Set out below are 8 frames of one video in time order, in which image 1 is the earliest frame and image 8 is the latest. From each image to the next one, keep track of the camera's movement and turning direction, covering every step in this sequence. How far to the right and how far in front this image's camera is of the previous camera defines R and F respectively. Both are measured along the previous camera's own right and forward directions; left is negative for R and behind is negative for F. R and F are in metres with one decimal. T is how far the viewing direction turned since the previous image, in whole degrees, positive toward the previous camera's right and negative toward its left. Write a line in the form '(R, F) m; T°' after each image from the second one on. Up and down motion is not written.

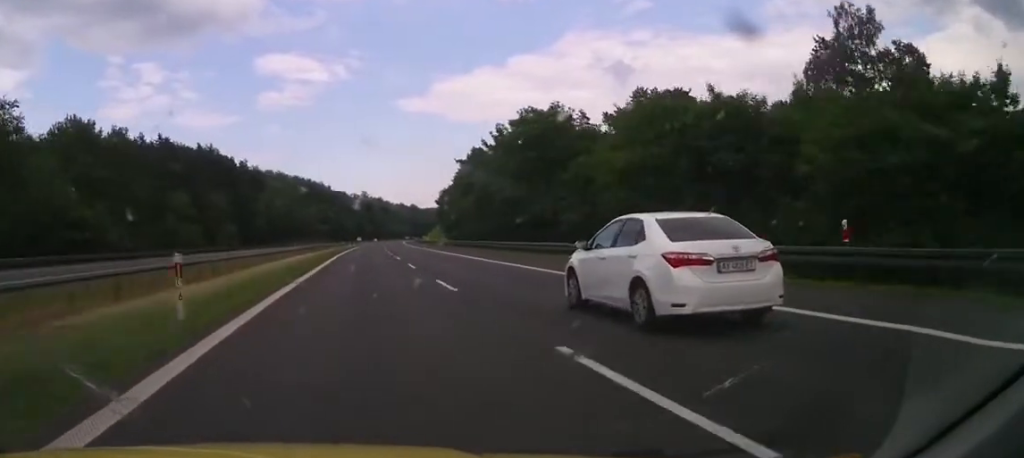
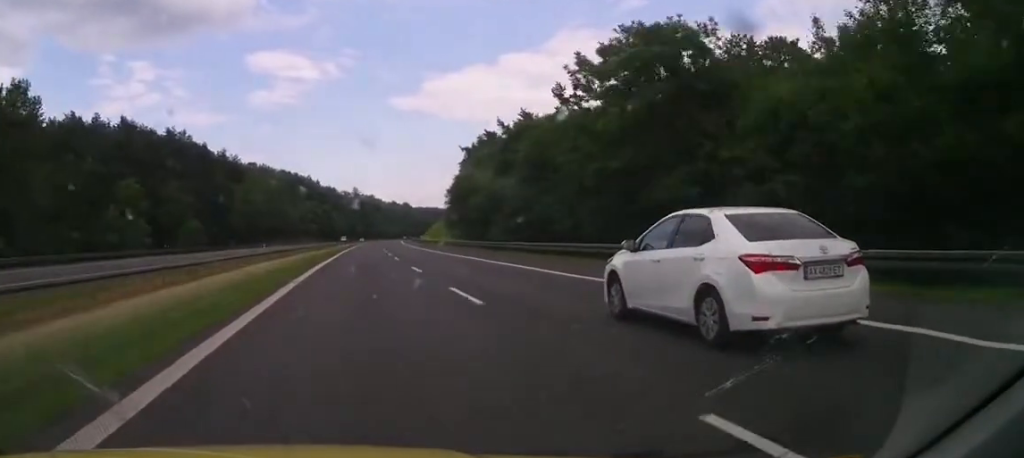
(+0.1, +26.3) m; 0°
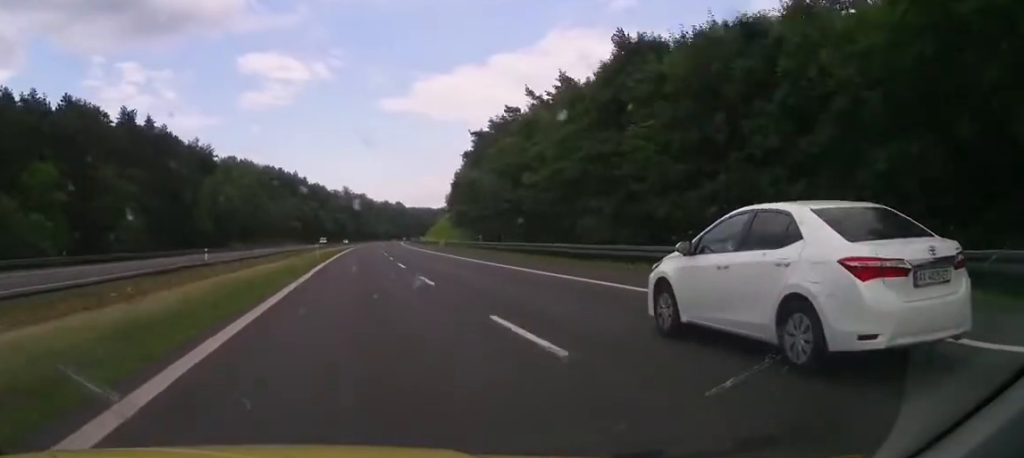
(0.0, +29.0) m; 0°
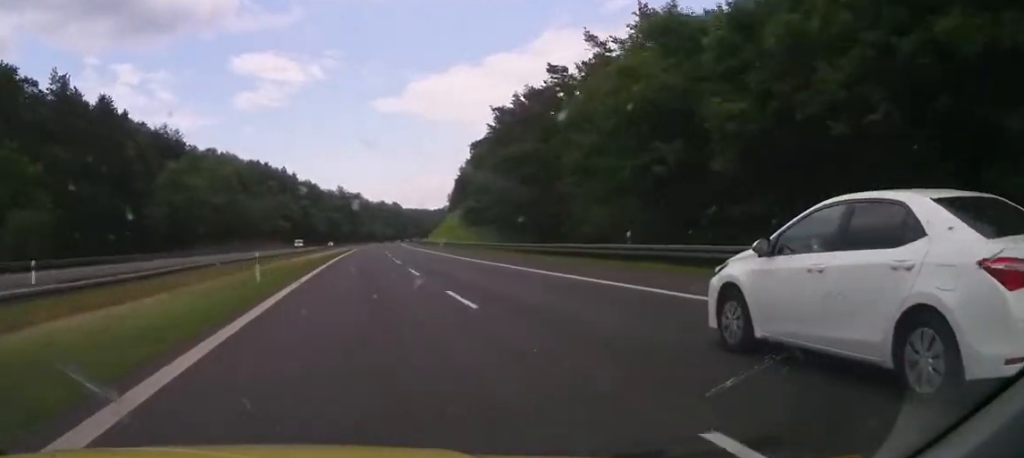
(-0.1, +30.8) m; +1°
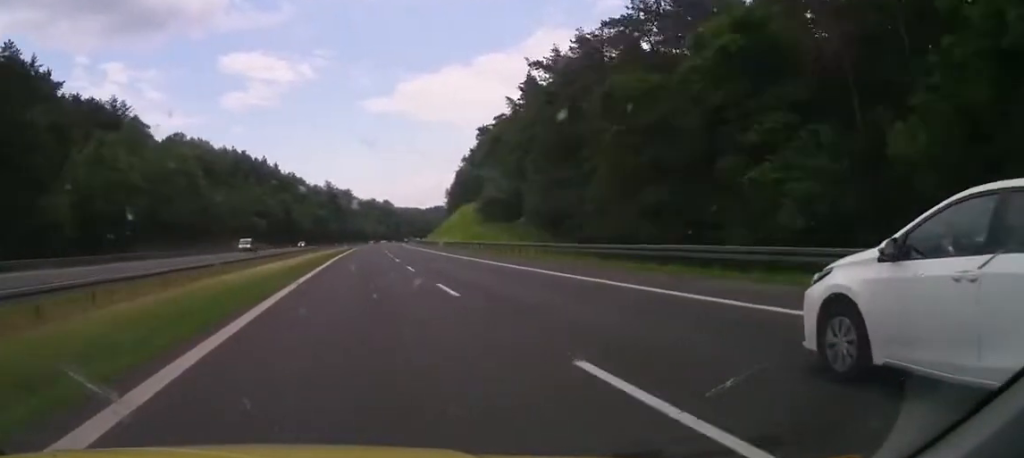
(+0.9, +33.3) m; +1°
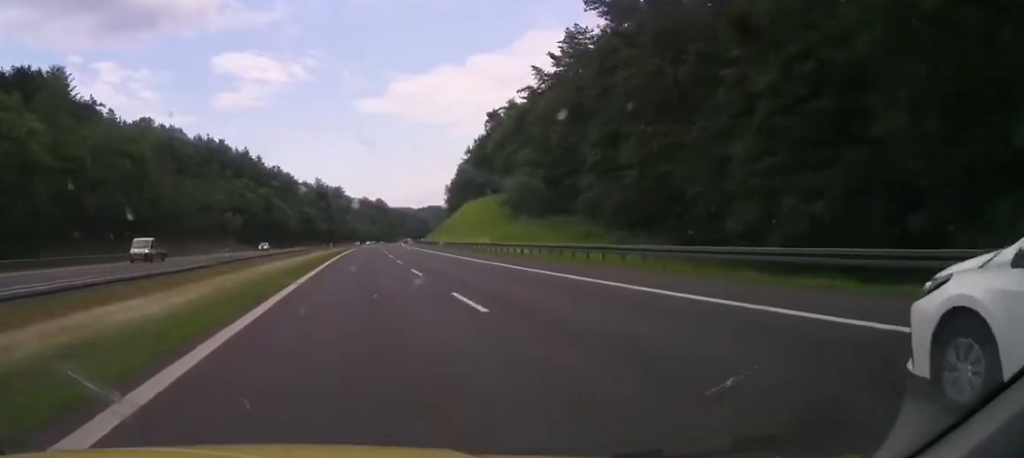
(+0.1, +26.9) m; +1°
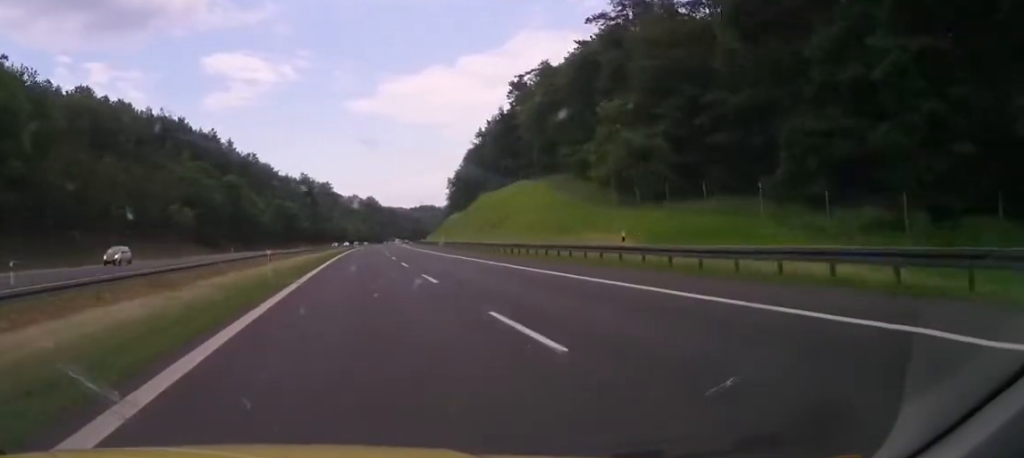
(+0.4, +39.8) m; +2°
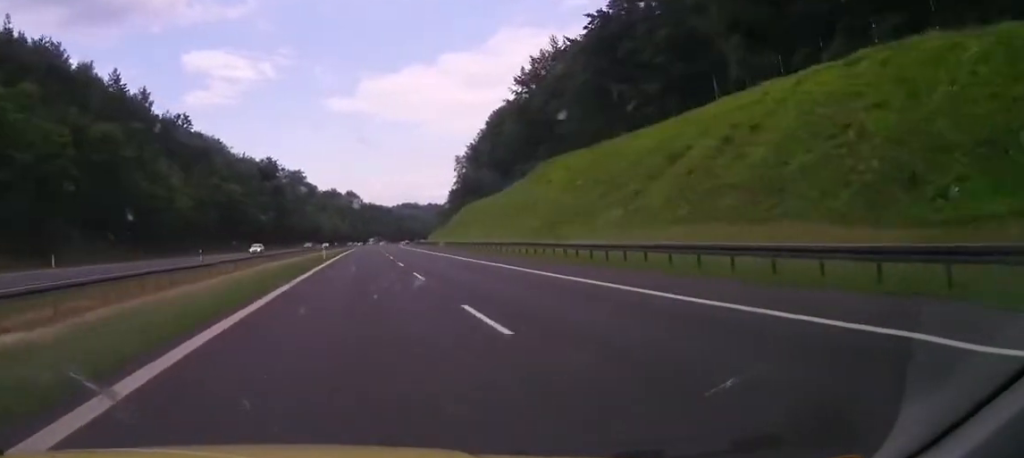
(+2.5, +69.9) m; +3°
